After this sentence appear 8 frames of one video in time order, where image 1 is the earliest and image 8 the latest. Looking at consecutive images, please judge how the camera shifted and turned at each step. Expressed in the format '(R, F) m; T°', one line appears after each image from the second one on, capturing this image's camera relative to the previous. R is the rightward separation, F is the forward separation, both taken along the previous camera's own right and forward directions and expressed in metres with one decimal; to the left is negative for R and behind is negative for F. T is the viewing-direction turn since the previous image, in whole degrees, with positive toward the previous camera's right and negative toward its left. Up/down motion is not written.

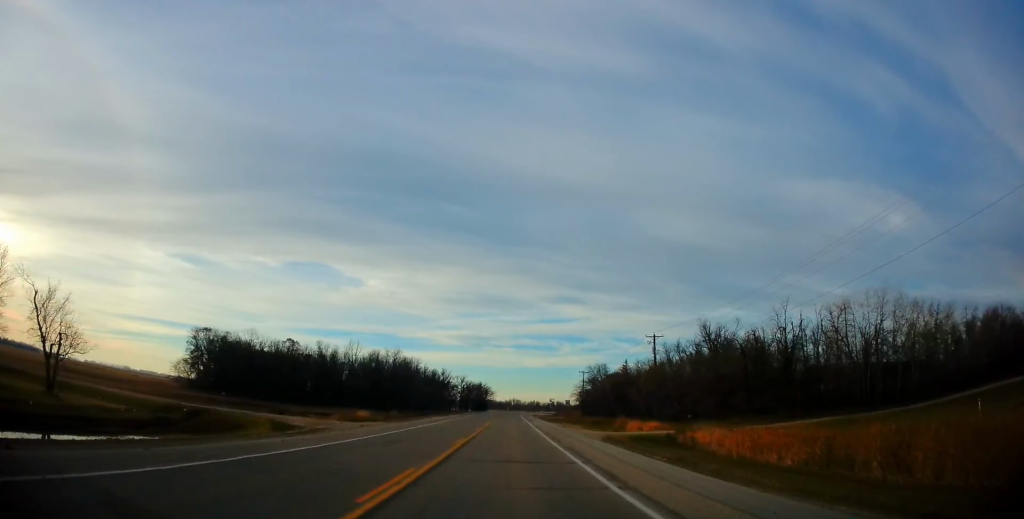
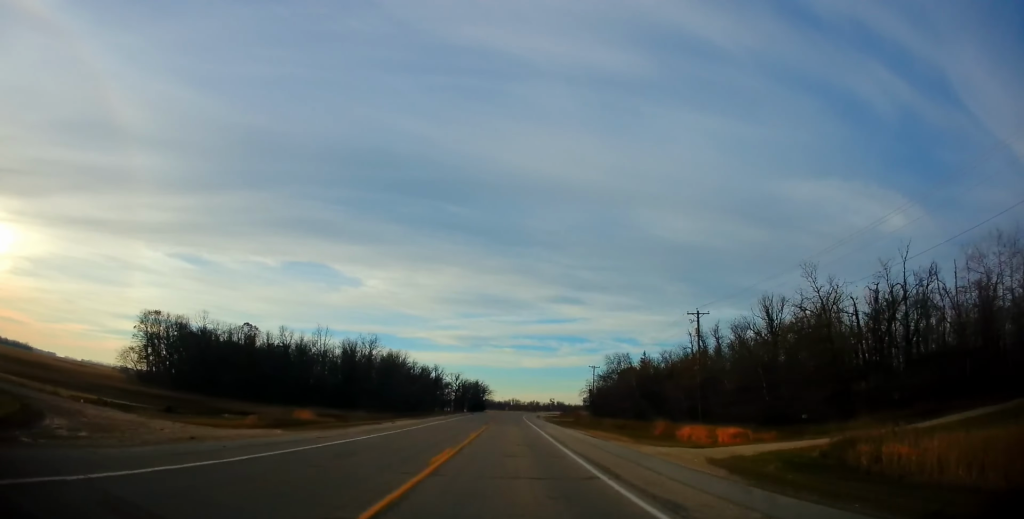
(-0.1, +18.4) m; 0°
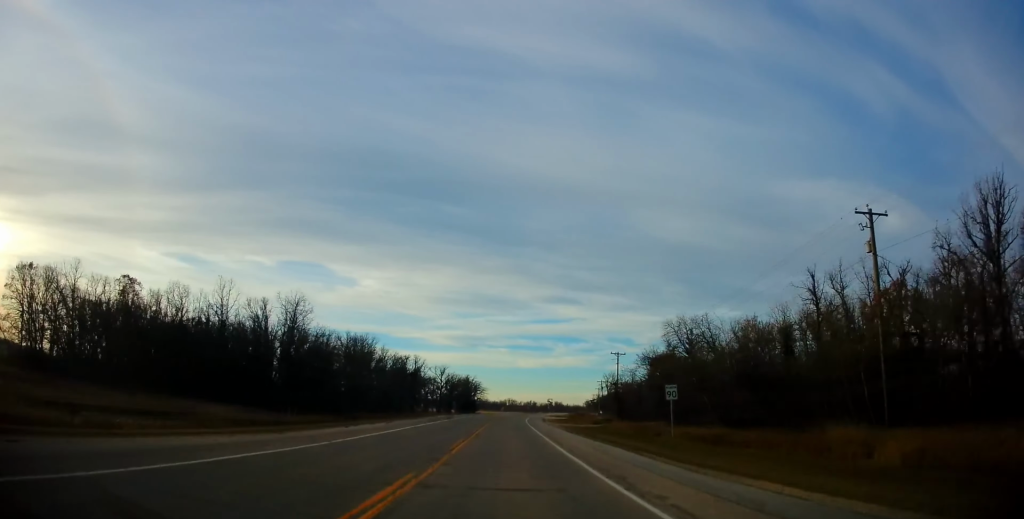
(+0.1, +31.2) m; +1°
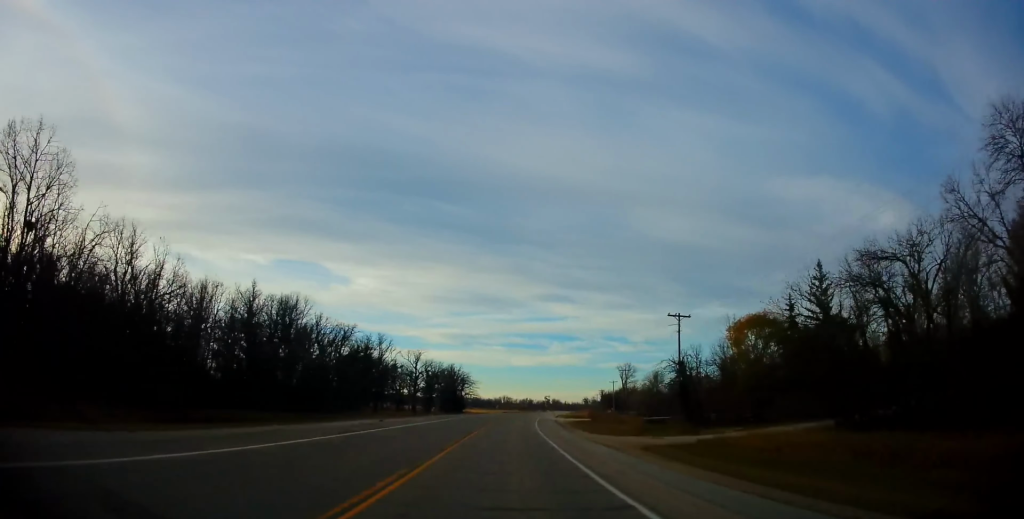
(+0.2, +35.8) m; +1°
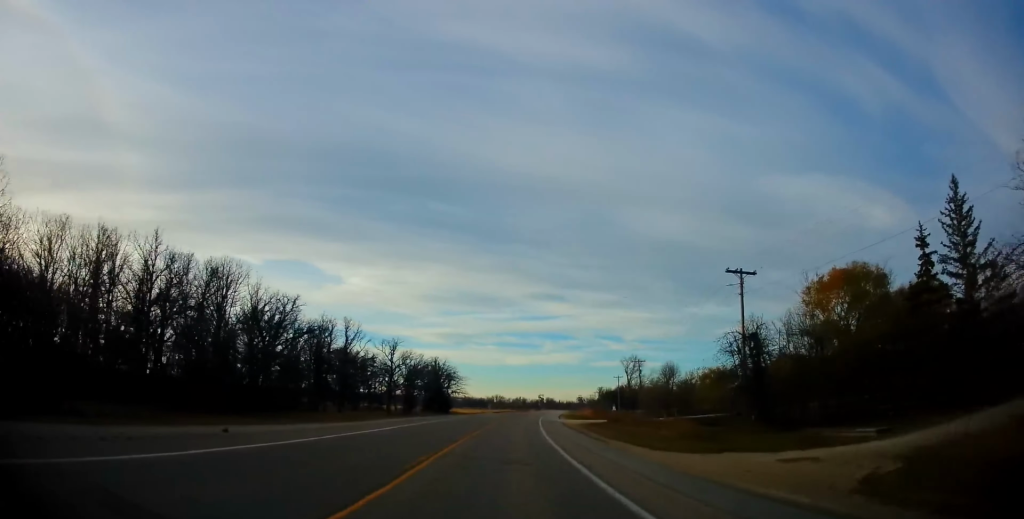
(+0.1, +17.7) m; +1°
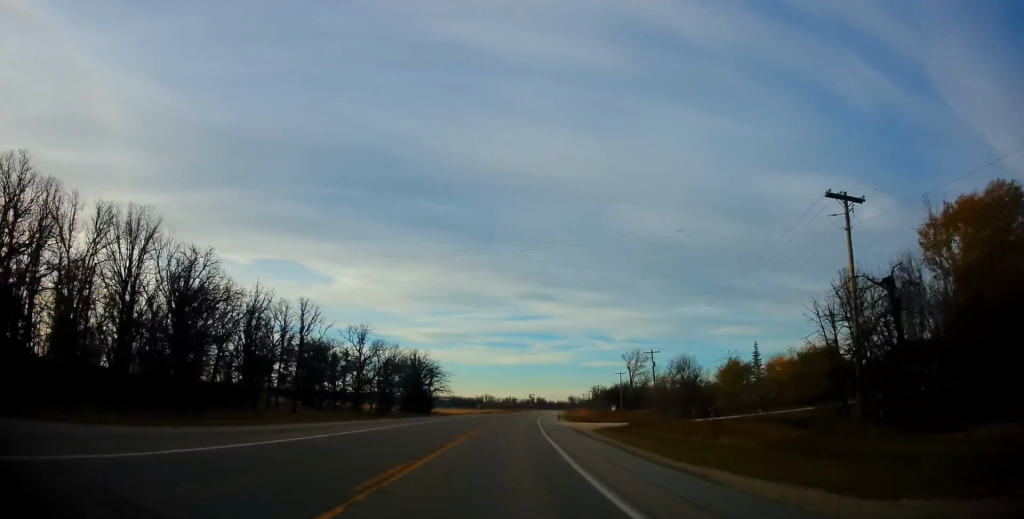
(+0.2, +15.2) m; +1°
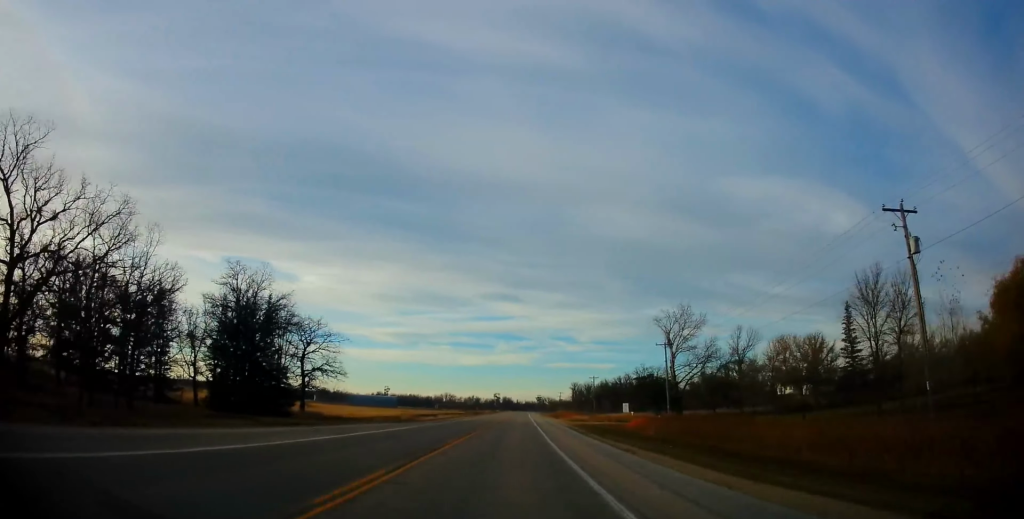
(+1.8, +59.4) m; +4°
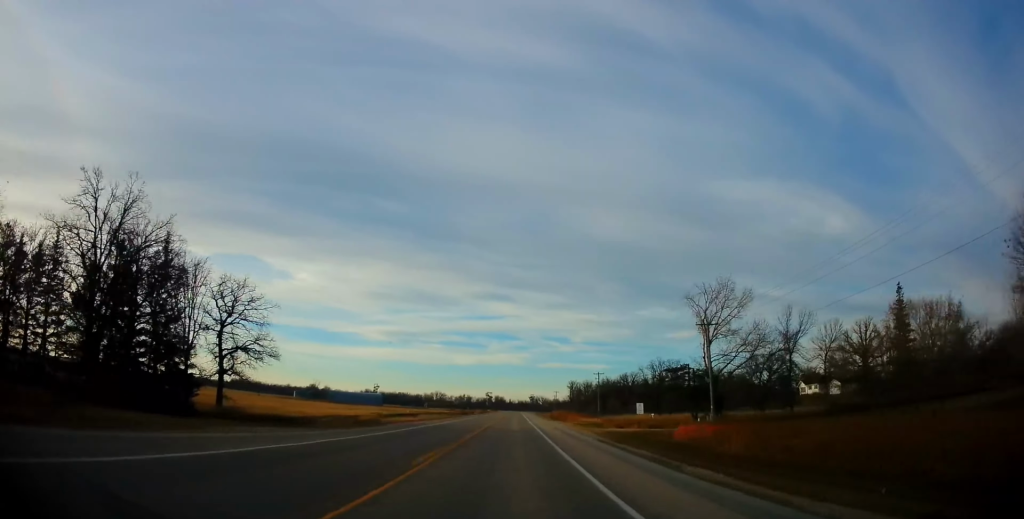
(+0.1, +16.6) m; +1°
